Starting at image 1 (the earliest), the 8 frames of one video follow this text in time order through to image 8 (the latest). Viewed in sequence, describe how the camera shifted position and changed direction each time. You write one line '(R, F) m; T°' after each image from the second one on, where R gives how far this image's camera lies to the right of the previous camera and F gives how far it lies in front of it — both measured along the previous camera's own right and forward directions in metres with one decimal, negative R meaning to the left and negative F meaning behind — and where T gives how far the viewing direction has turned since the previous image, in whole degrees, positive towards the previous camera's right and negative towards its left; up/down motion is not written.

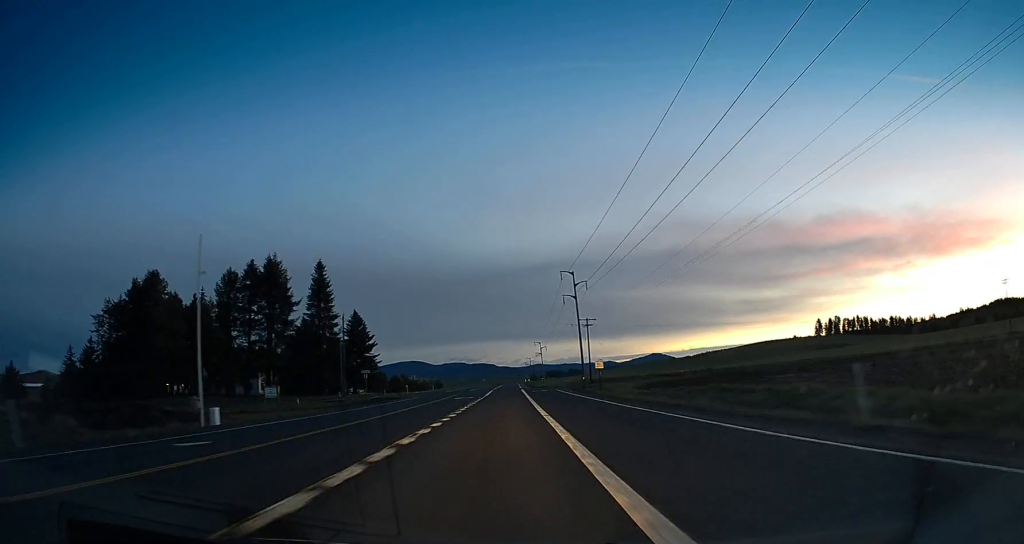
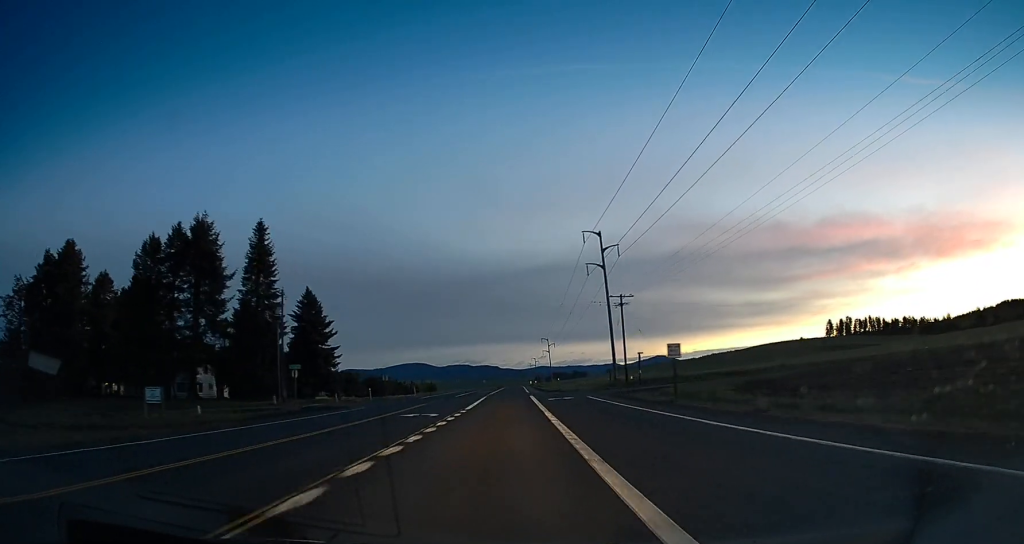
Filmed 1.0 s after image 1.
(-0.4, +27.0) m; -1°
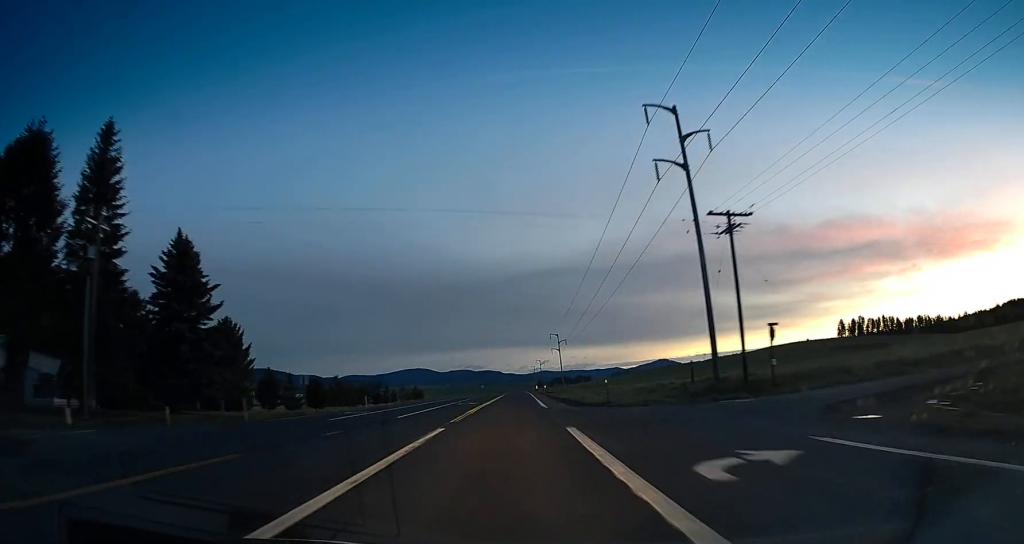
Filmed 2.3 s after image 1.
(+0.1, +34.1) m; 0°
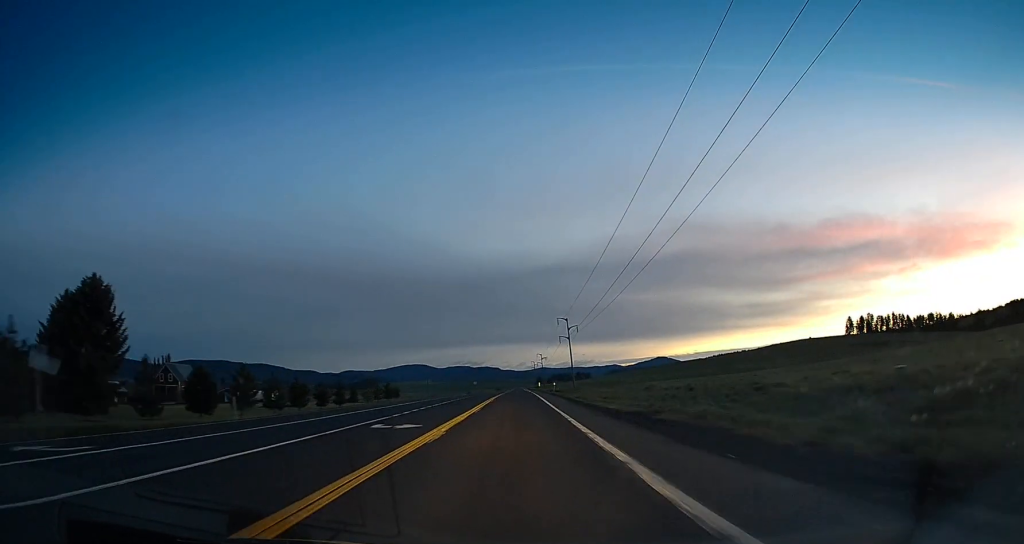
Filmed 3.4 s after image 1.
(-0.5, +31.1) m; -1°
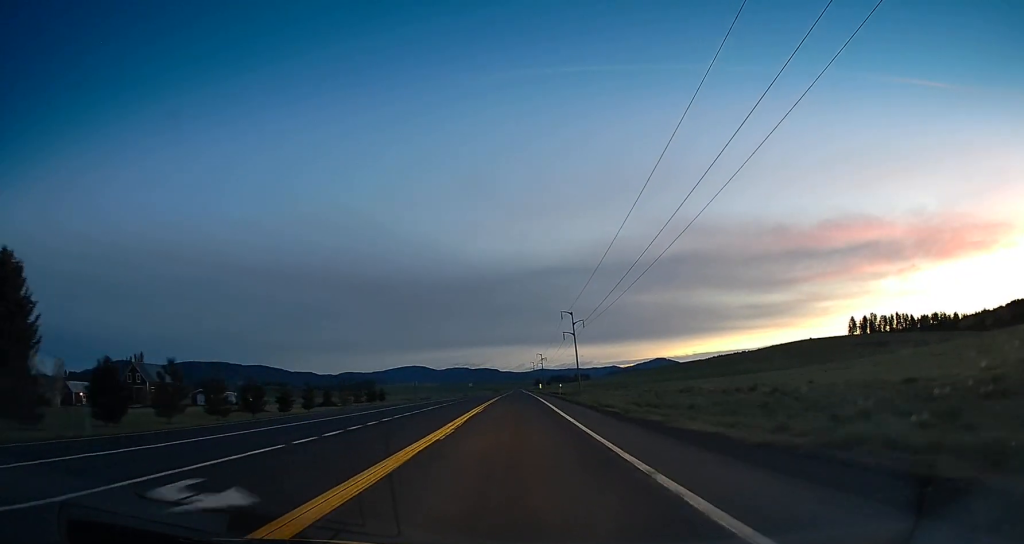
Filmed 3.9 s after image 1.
(0.0, +13.3) m; +1°
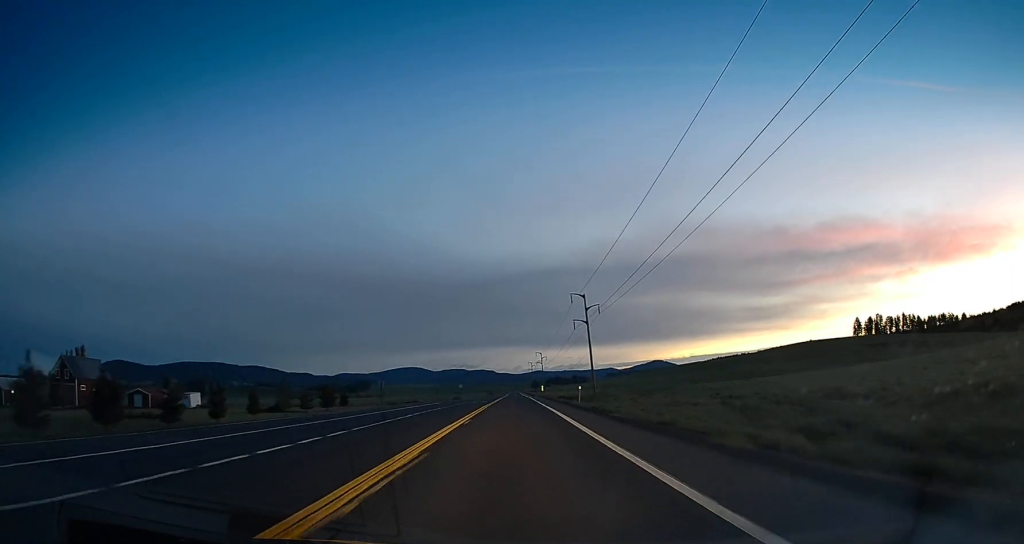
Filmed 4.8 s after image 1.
(+0.3, +24.0) m; +1°
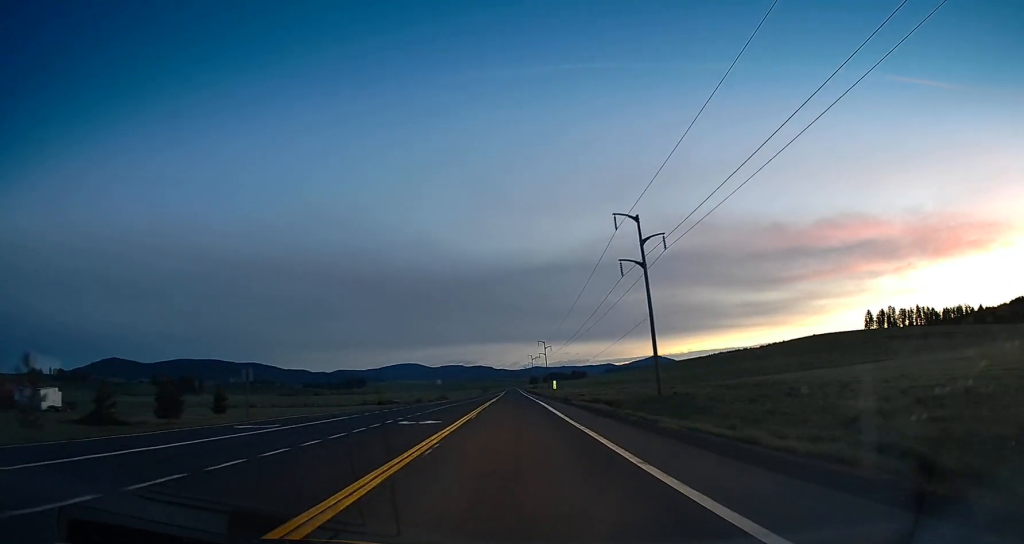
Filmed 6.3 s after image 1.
(-0.3, +40.0) m; -1°
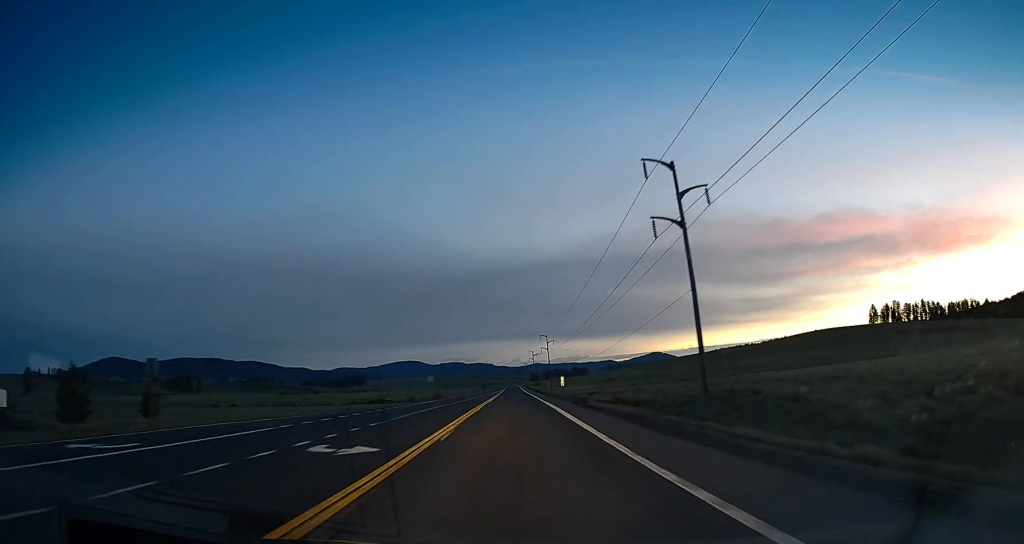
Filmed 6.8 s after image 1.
(+0.2, +11.6) m; 0°
